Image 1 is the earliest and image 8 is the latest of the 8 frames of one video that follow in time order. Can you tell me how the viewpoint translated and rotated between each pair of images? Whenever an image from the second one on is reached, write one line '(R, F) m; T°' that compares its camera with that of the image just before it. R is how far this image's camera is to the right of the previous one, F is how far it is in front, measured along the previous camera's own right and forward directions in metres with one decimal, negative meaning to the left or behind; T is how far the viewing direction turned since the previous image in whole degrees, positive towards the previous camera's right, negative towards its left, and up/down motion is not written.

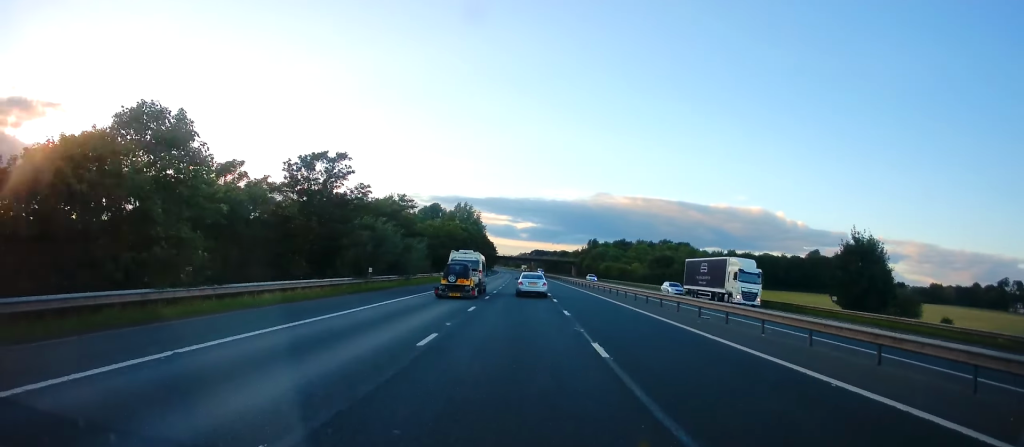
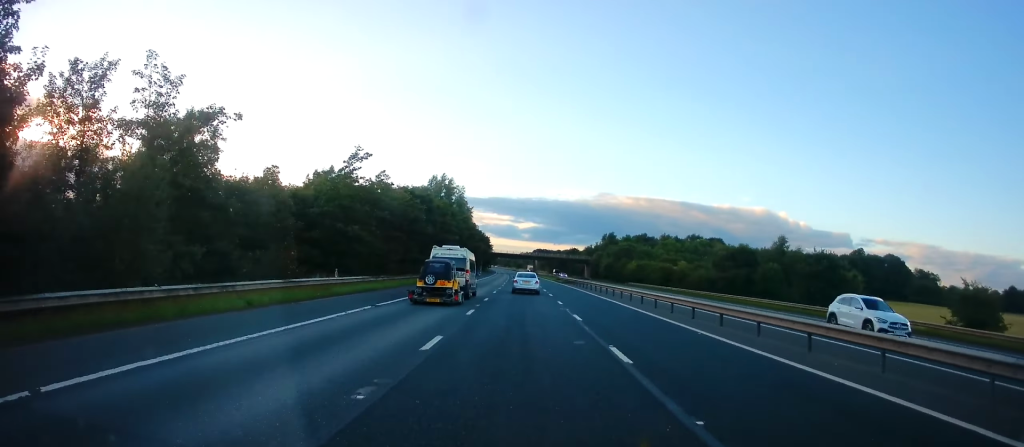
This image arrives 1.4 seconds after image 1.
(-0.4, +45.8) m; -1°
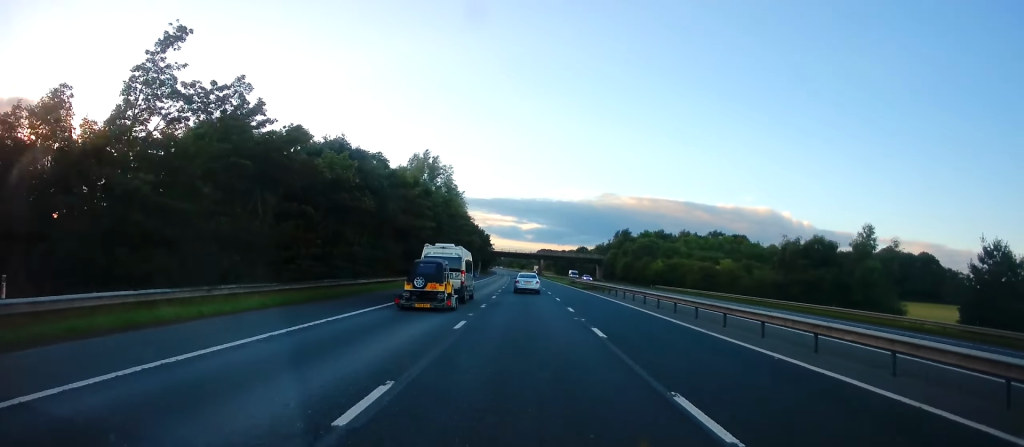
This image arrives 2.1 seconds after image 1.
(+0.1, +22.8) m; 0°
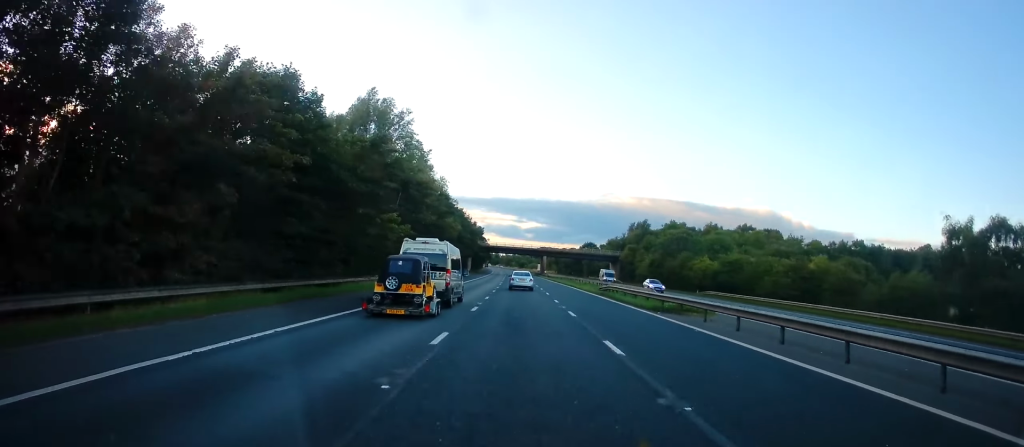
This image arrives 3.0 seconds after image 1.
(-0.2, +30.4) m; 0°
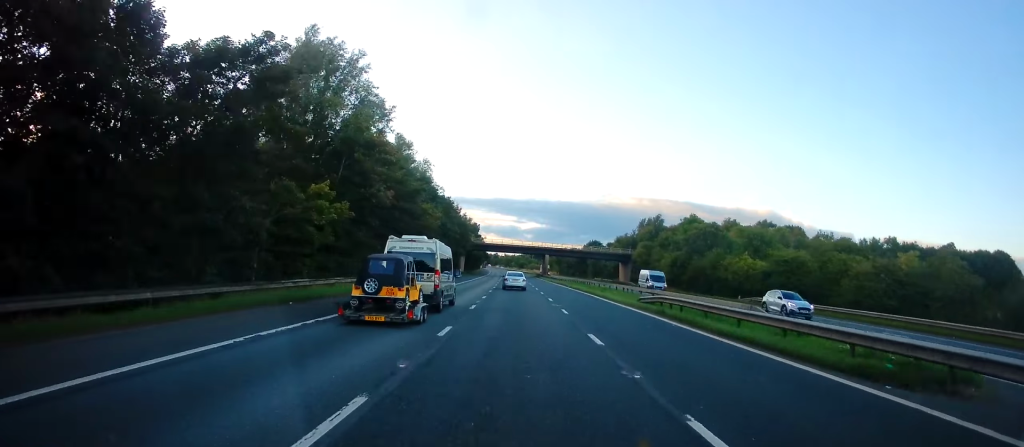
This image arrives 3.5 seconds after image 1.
(+0.1, +16.3) m; 0°
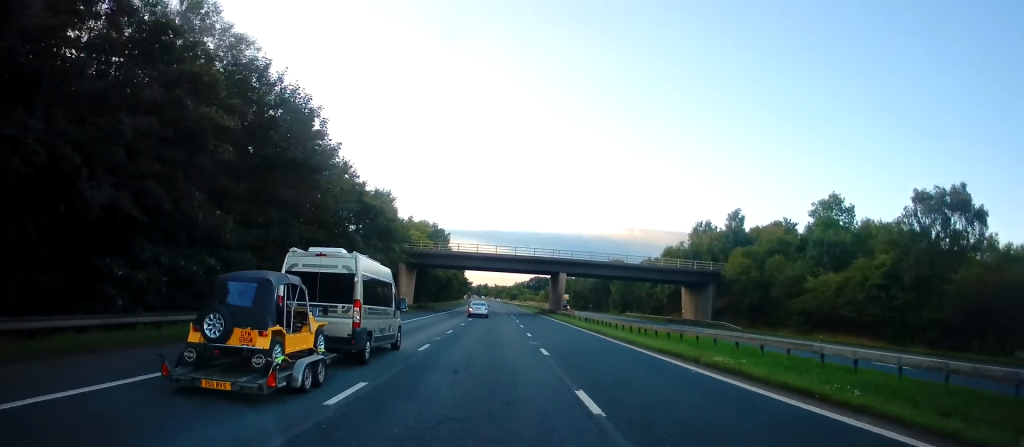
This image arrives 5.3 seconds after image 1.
(-0.3, +58.6) m; -1°
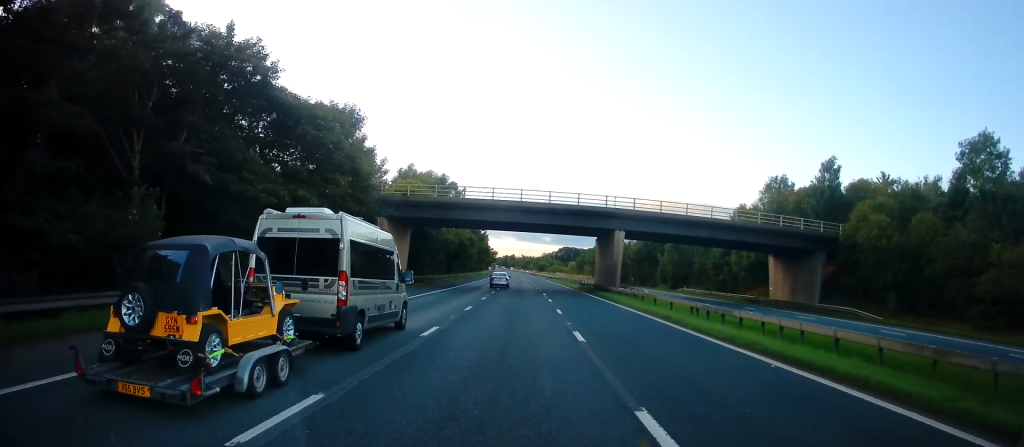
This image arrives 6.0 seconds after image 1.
(0.0, +21.6) m; -1°
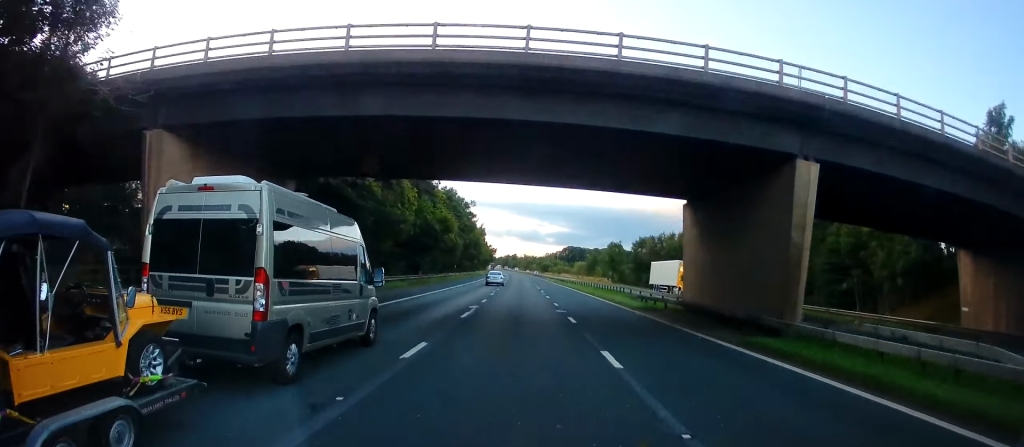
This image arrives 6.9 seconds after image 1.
(-0.4, +30.3) m; -1°
